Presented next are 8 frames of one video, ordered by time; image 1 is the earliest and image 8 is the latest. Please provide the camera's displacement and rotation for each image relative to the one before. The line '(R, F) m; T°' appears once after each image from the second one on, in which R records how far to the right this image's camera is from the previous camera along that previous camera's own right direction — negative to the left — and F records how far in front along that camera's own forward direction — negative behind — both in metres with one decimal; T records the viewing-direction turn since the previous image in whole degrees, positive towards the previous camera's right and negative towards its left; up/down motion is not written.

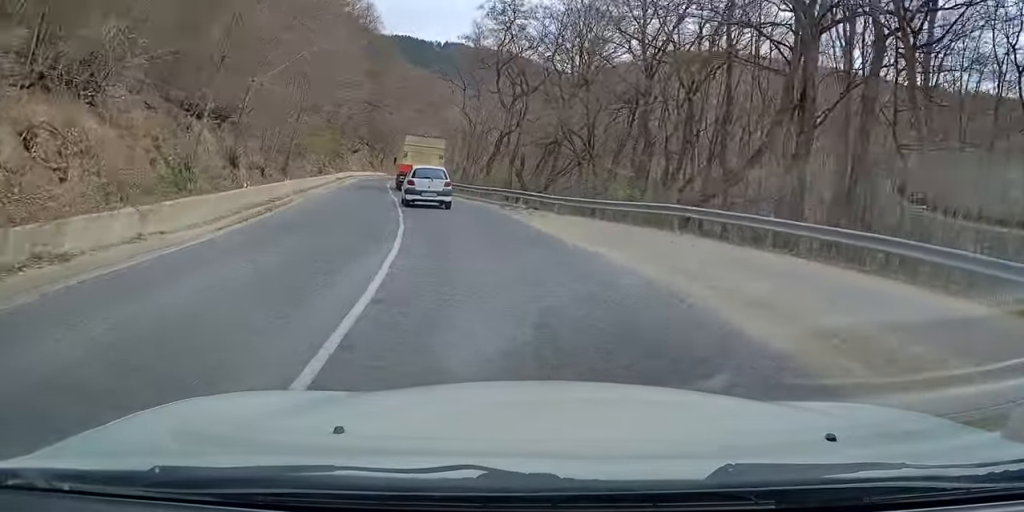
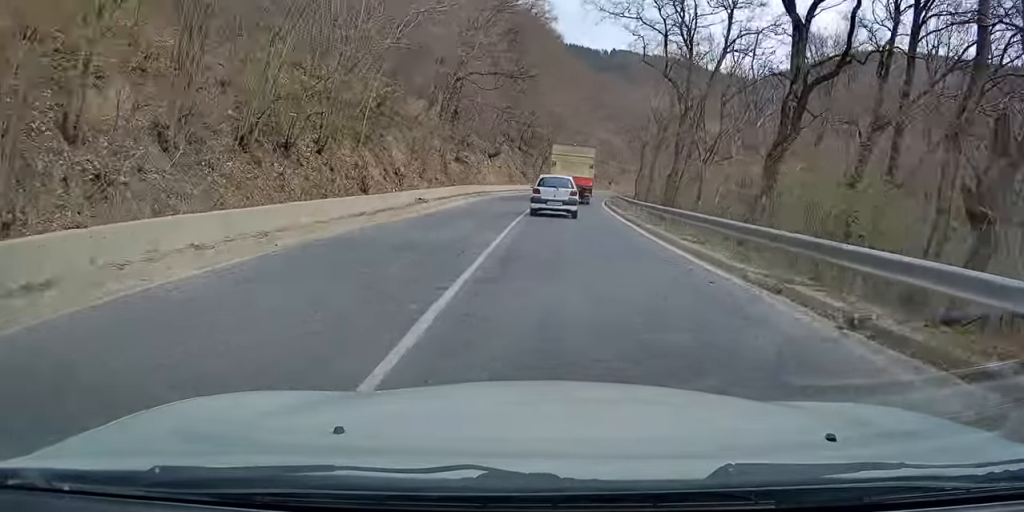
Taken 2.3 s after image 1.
(-4.0, +26.0) m; -15°
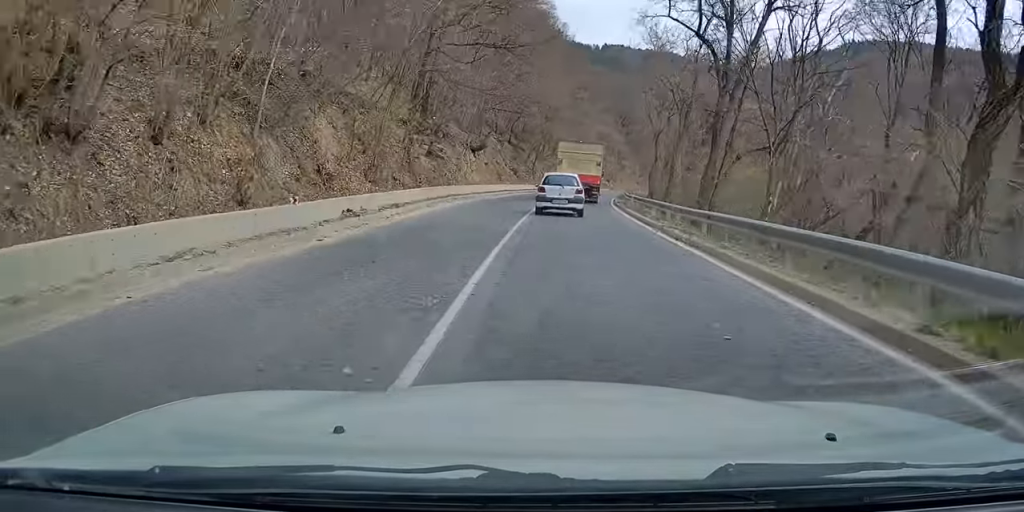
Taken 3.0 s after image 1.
(-0.4, +9.1) m; 0°
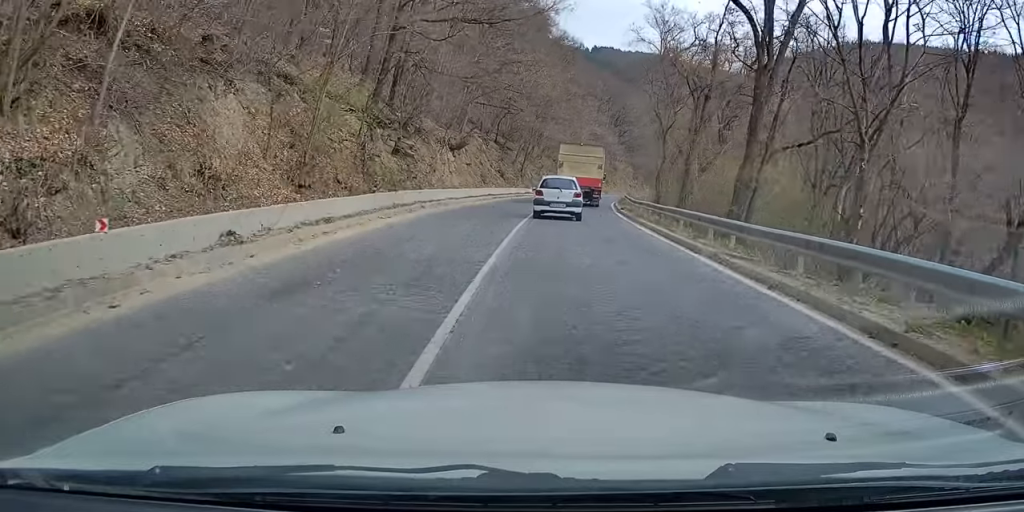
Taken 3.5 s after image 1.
(+0.3, +6.5) m; 0°
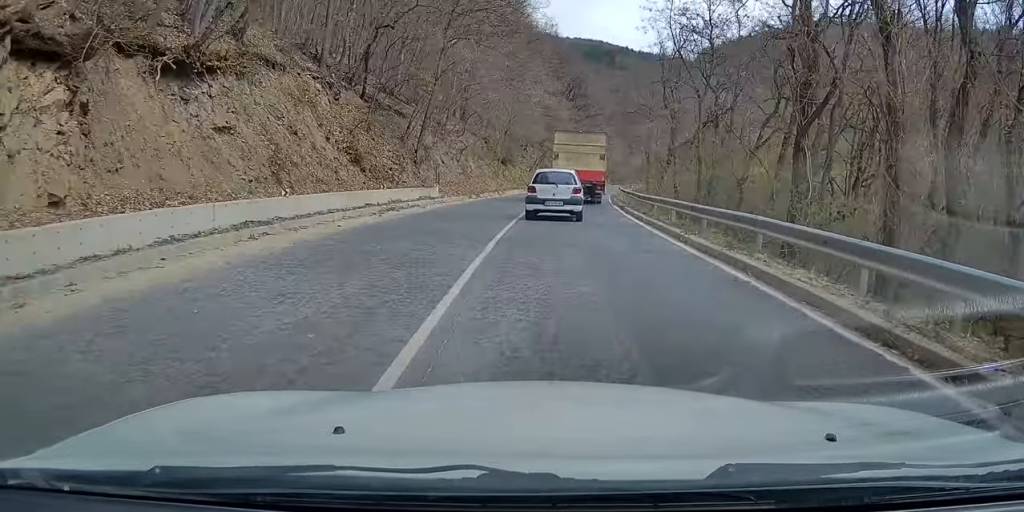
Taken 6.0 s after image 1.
(+0.9, +32.5) m; +7°
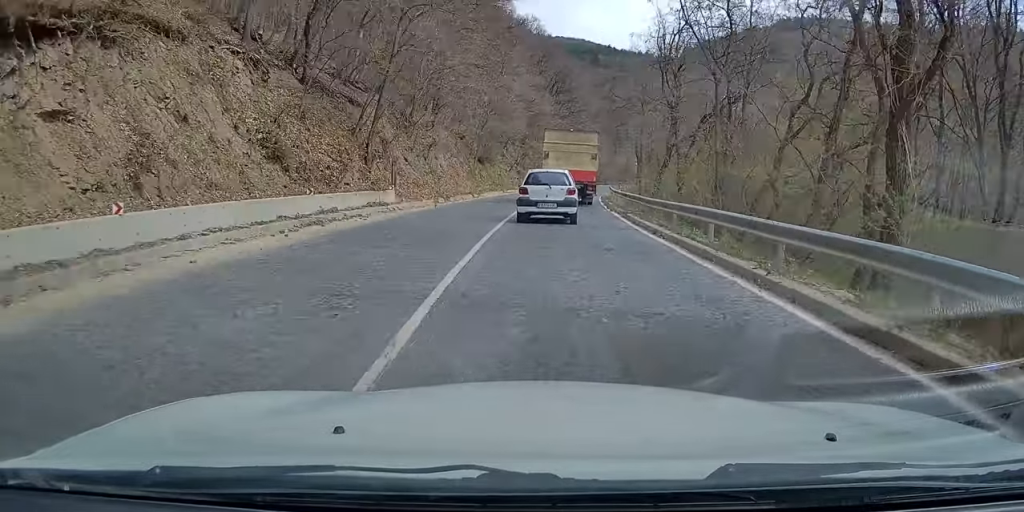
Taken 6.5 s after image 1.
(+0.2, +5.8) m; +1°
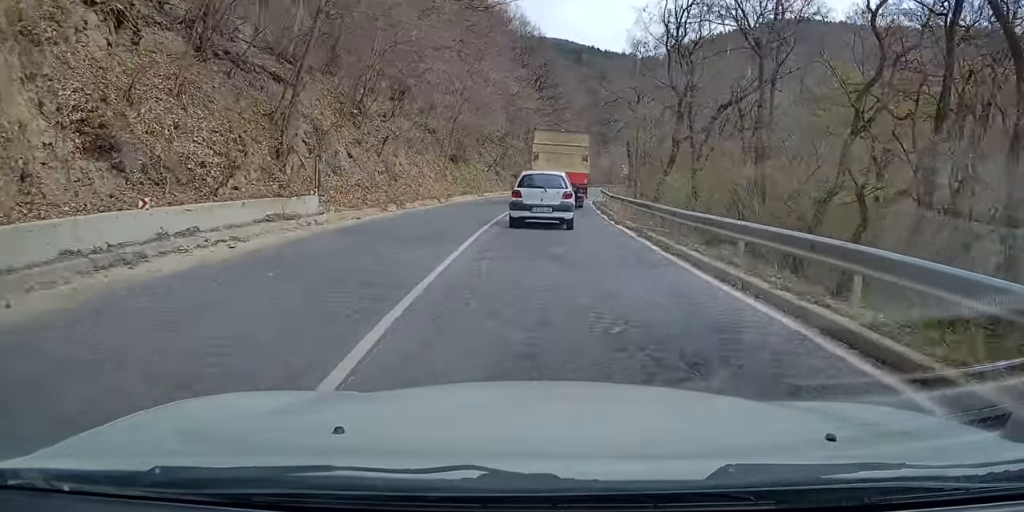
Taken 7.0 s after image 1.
(+0.1, +7.0) m; +2°
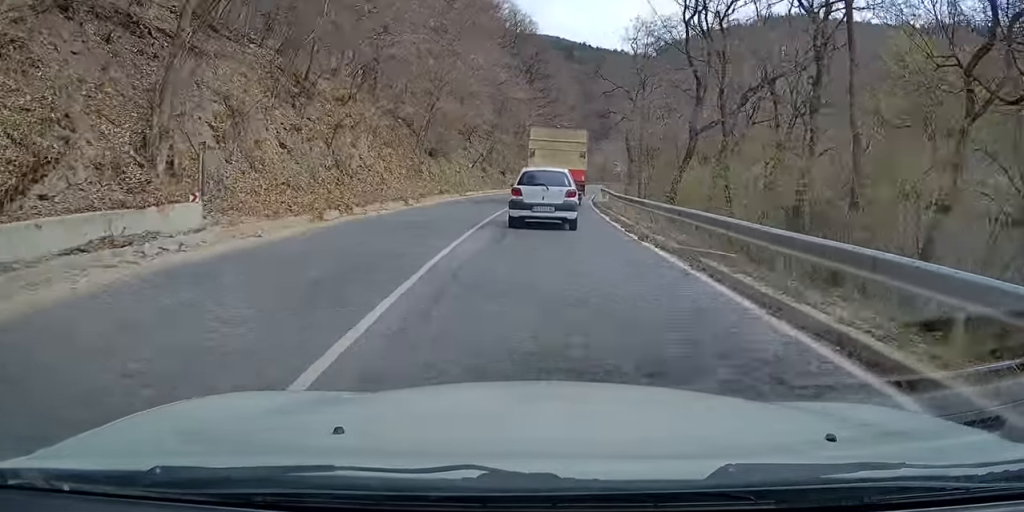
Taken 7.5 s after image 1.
(0.0, +5.9) m; +1°
